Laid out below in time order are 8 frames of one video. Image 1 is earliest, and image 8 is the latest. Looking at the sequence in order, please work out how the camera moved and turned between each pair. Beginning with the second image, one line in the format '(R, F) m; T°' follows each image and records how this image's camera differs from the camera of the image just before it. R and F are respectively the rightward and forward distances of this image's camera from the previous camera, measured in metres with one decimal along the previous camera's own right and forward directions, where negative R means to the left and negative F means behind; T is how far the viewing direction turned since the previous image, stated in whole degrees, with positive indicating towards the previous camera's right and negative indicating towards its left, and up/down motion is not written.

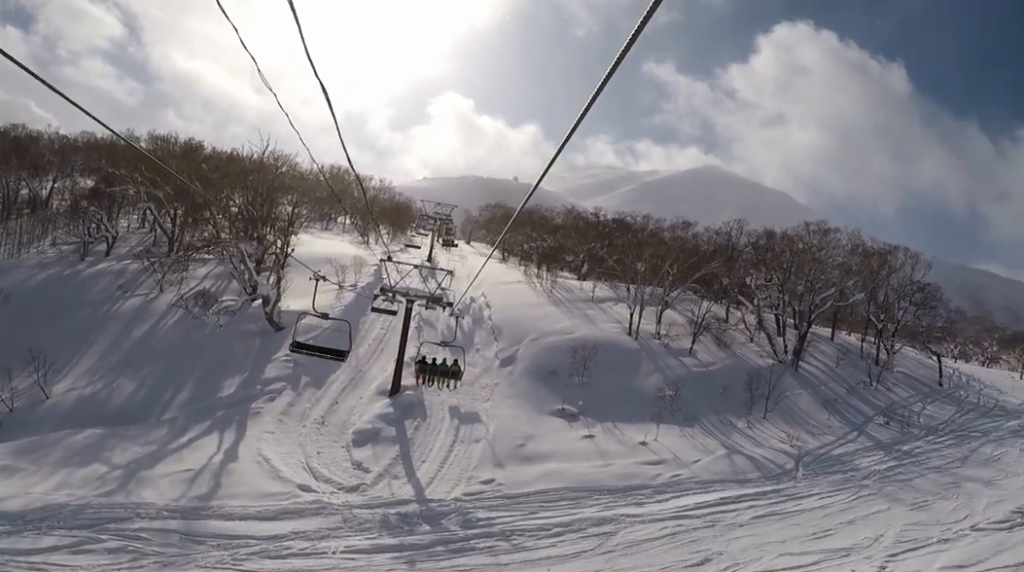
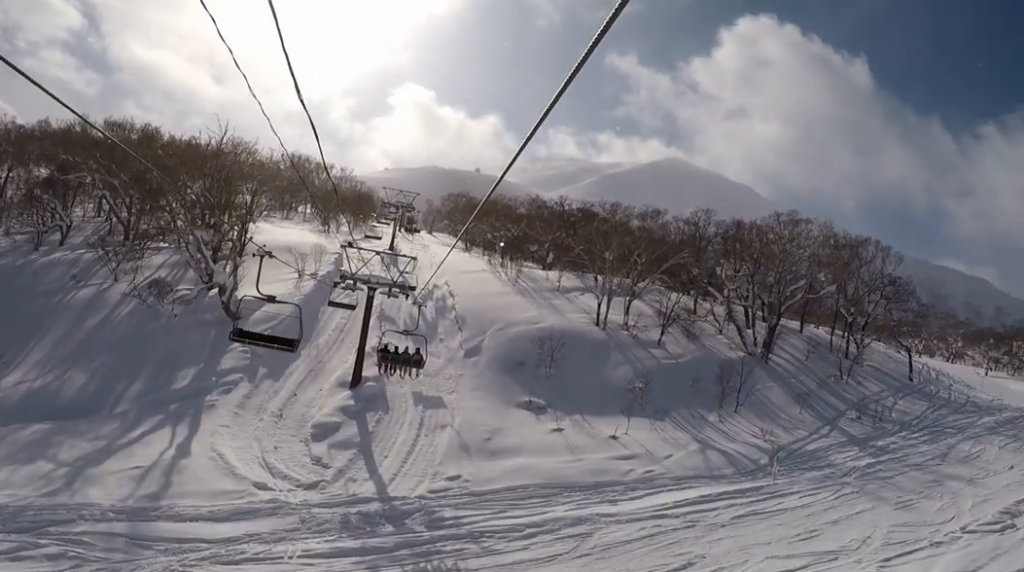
(+0.2, +1.9) m; +11°
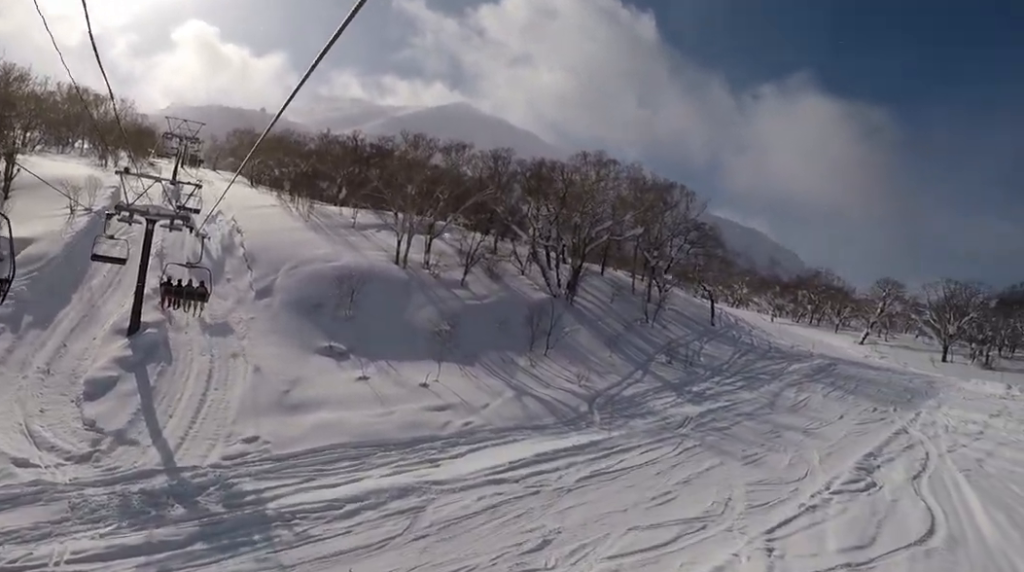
(+0.7, +5.3) m; +8°
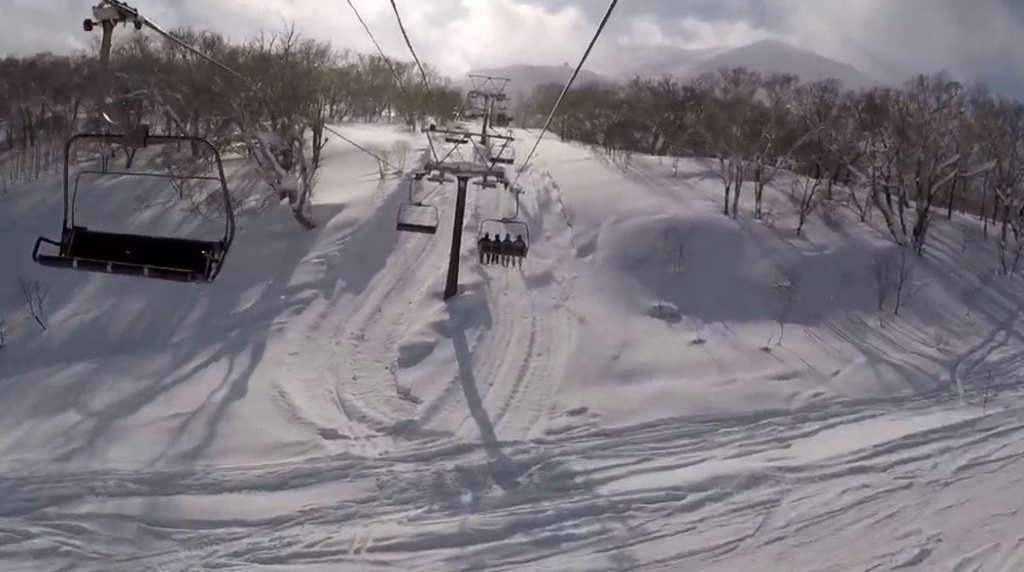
(0.0, +3.2) m; -6°
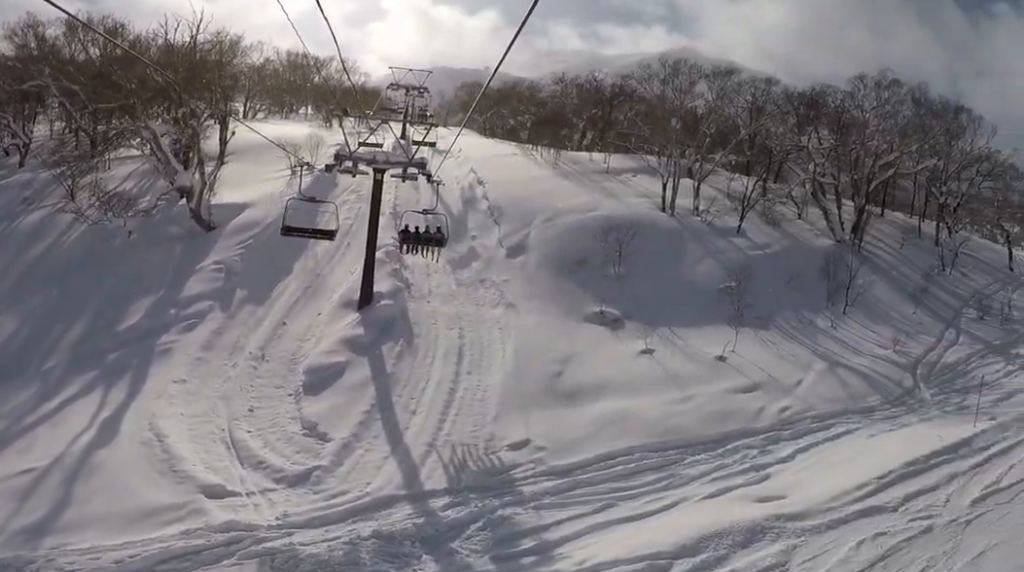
(-0.9, +6.5) m; -12°
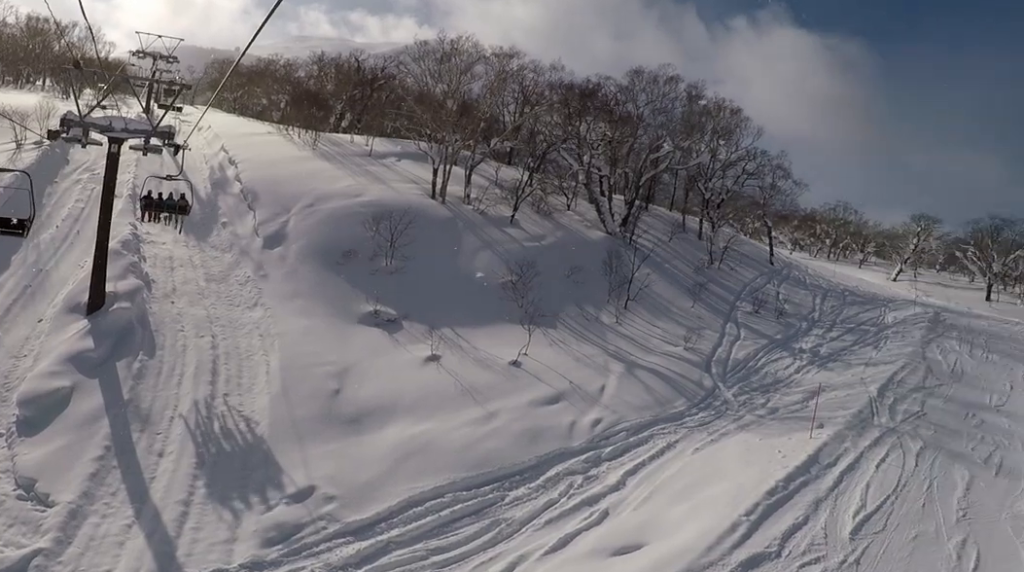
(-0.1, +6.4) m; +2°
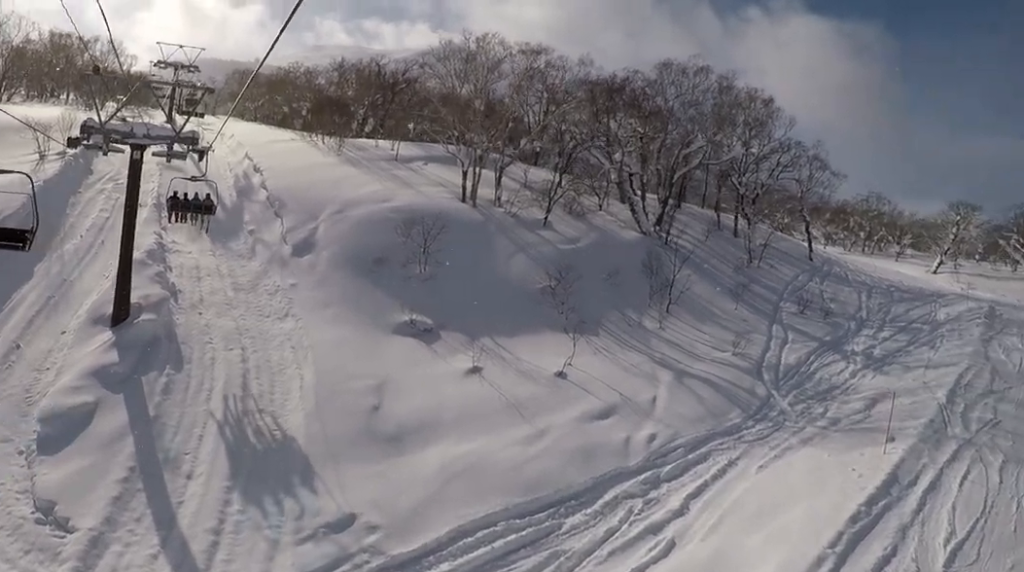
(-0.1, +2.1) m; +4°
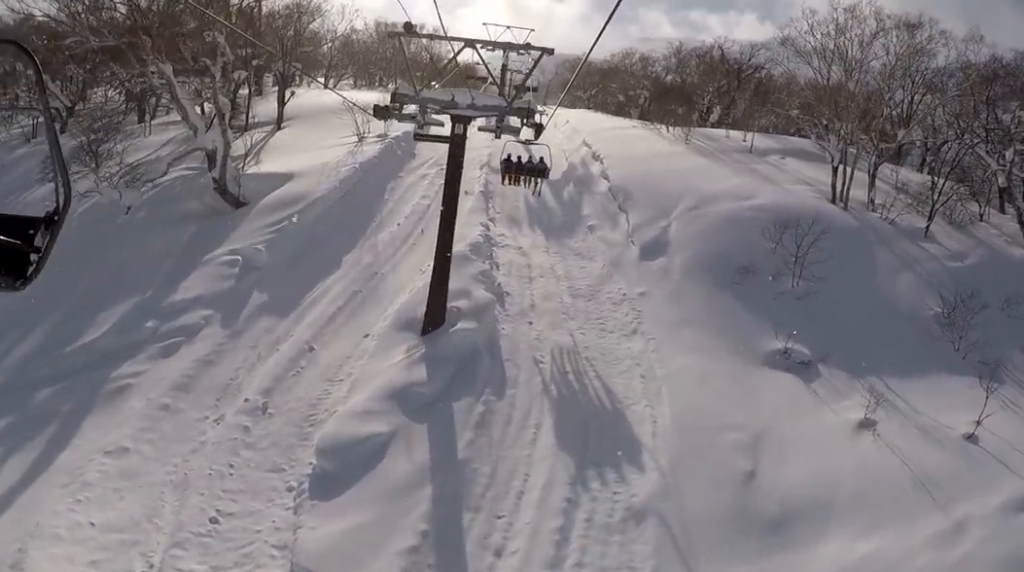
(+0.8, +6.2) m; +5°
